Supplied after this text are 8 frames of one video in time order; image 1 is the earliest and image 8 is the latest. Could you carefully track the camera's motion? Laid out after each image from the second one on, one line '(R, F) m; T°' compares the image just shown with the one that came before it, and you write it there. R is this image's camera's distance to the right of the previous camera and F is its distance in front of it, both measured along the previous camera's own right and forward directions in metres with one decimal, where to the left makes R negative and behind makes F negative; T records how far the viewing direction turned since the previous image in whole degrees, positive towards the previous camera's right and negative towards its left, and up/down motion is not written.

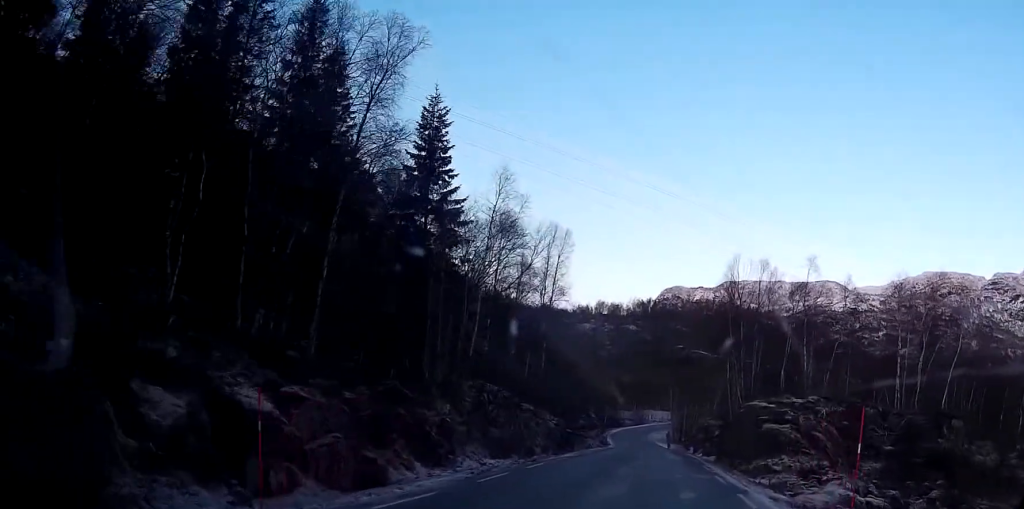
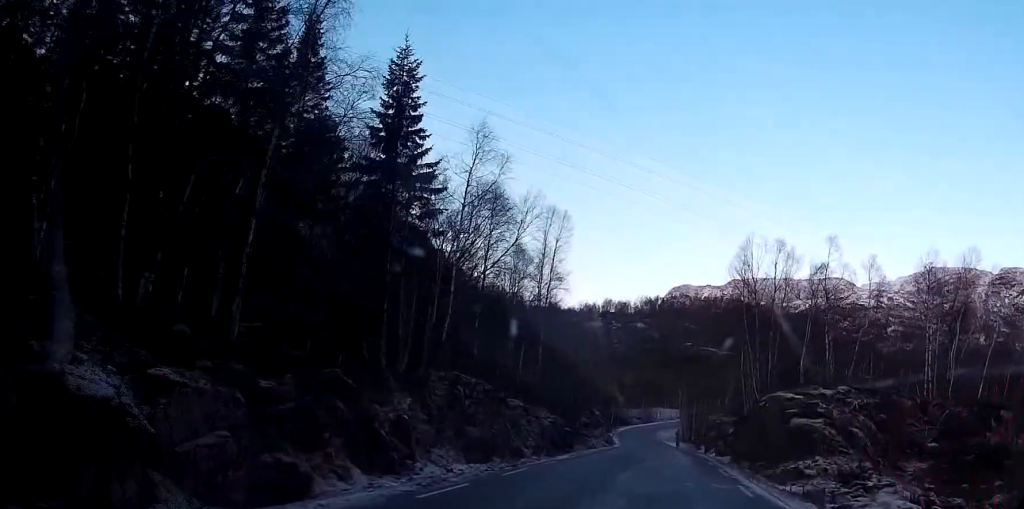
(0.0, +4.3) m; 0°
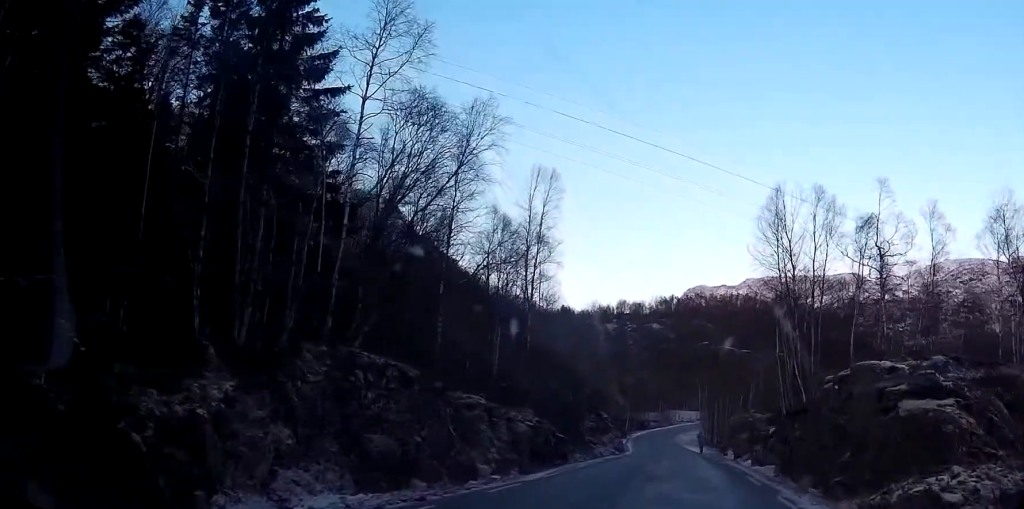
(+0.1, +8.9) m; 0°
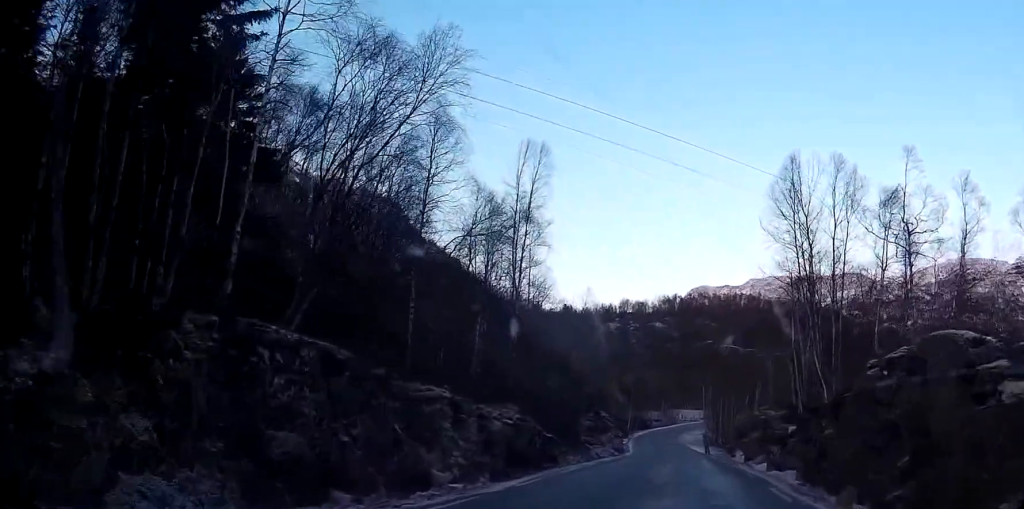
(0.0, +3.9) m; 0°
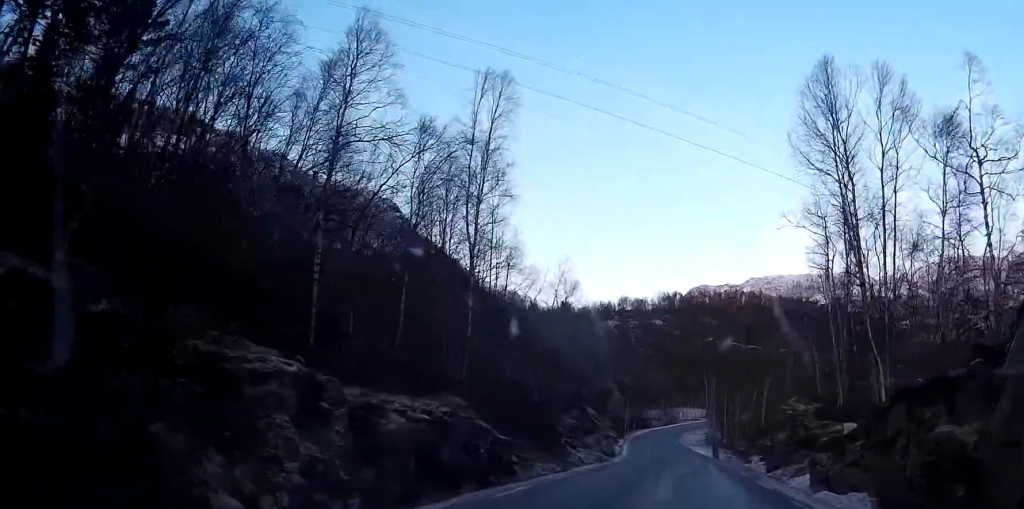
(-0.1, +7.8) m; 0°
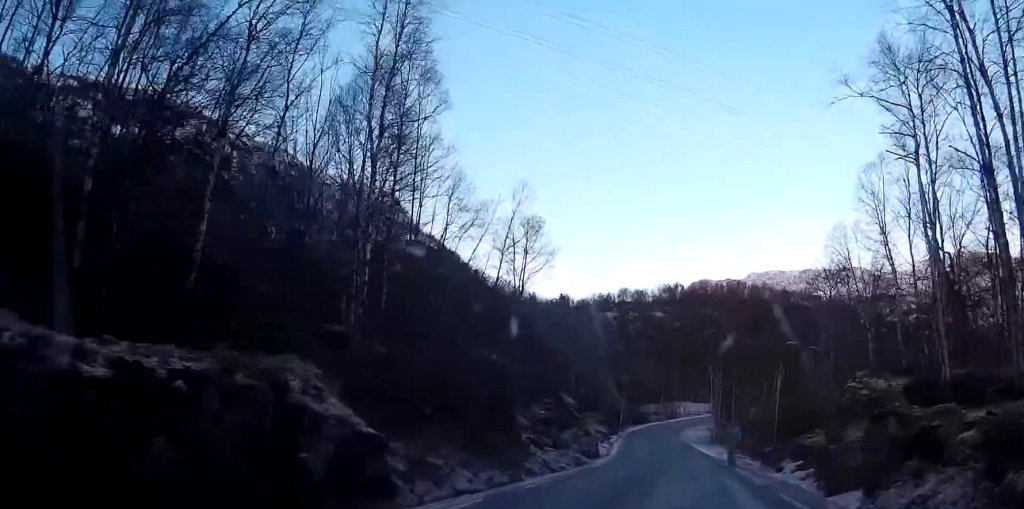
(+0.1, +10.0) m; +1°
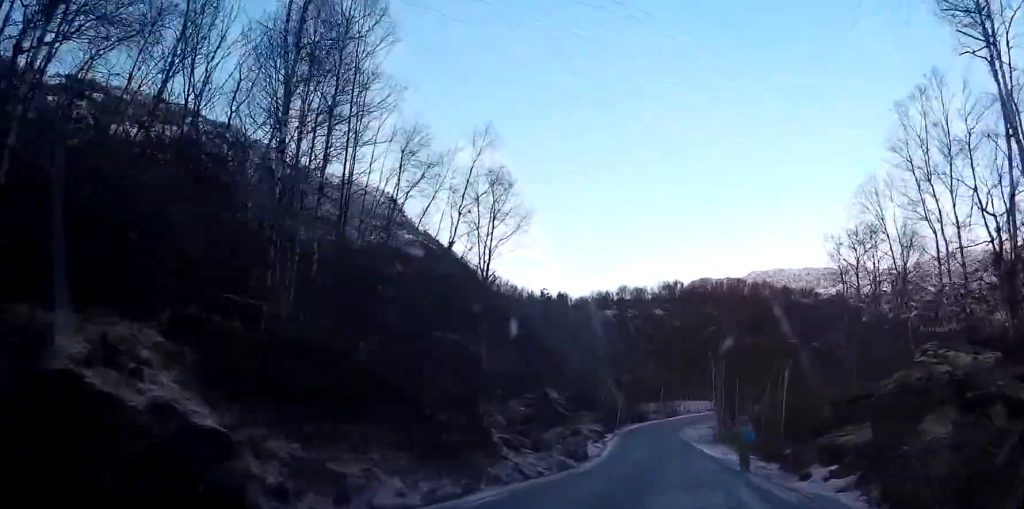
(+0.1, +4.9) m; 0°
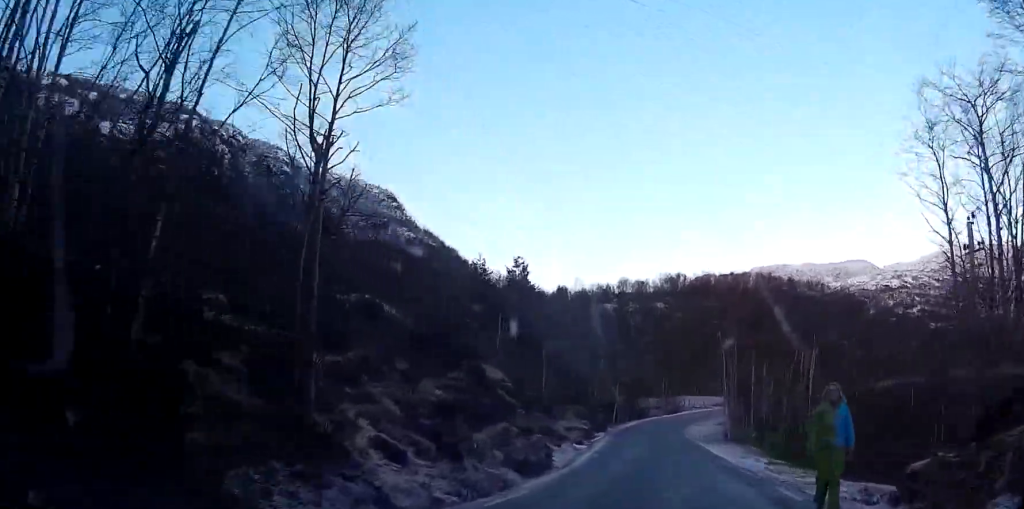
(-0.2, +11.1) m; -1°
